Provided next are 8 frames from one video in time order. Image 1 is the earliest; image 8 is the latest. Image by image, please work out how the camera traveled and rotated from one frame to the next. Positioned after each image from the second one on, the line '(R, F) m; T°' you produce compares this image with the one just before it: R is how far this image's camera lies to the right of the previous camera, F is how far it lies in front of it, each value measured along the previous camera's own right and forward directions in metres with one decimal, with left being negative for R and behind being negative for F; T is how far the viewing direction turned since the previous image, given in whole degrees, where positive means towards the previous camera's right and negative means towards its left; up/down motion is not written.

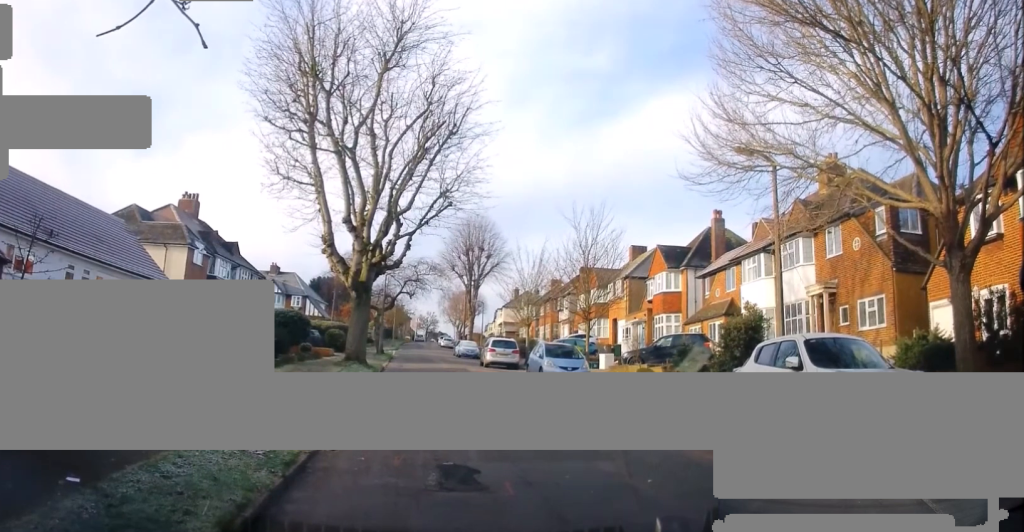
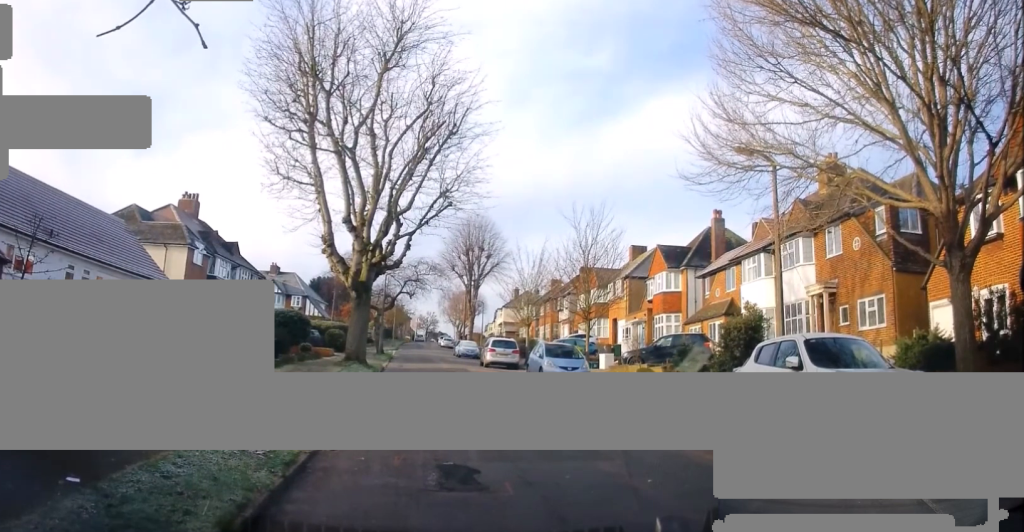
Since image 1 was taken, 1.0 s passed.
(0.0, 0.0) m; 0°
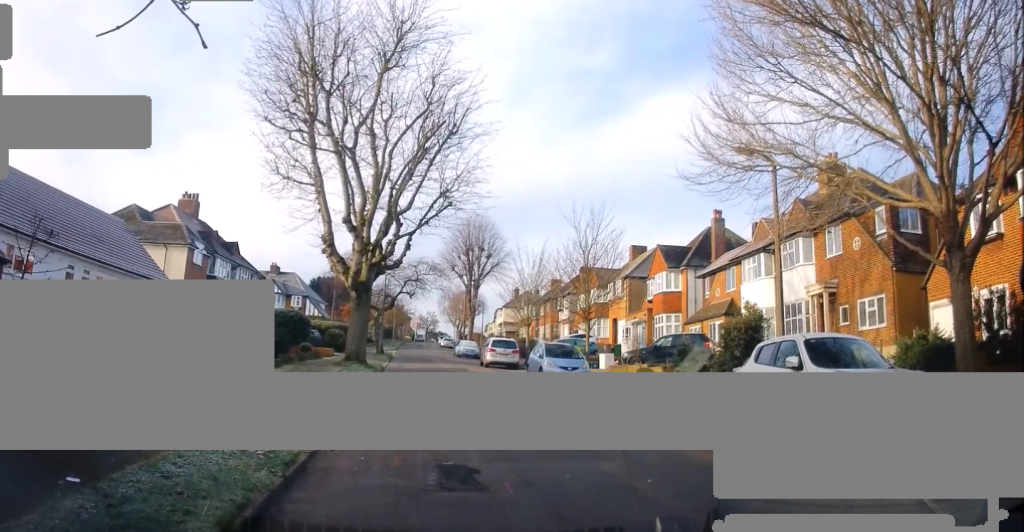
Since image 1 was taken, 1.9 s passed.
(0.0, 0.0) m; 0°
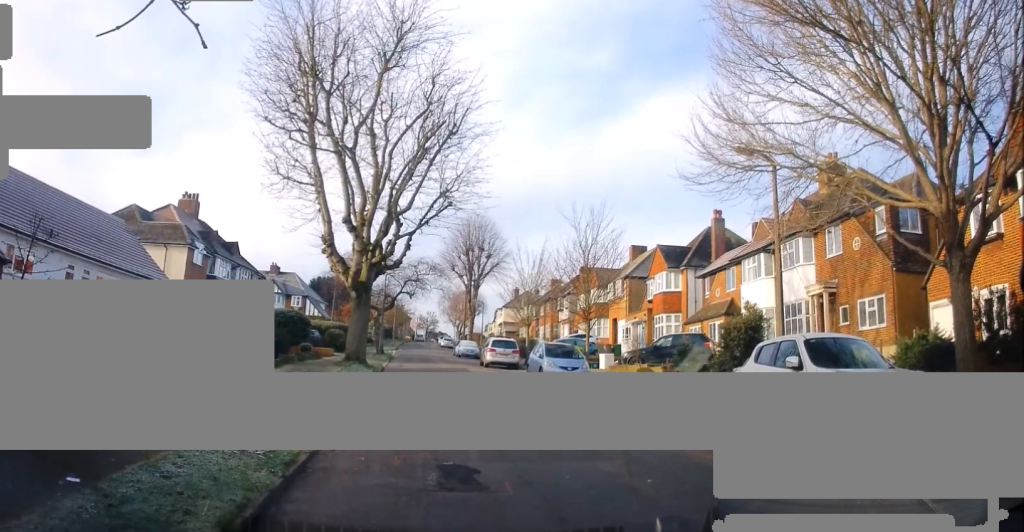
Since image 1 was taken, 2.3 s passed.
(0.0, 0.0) m; 0°
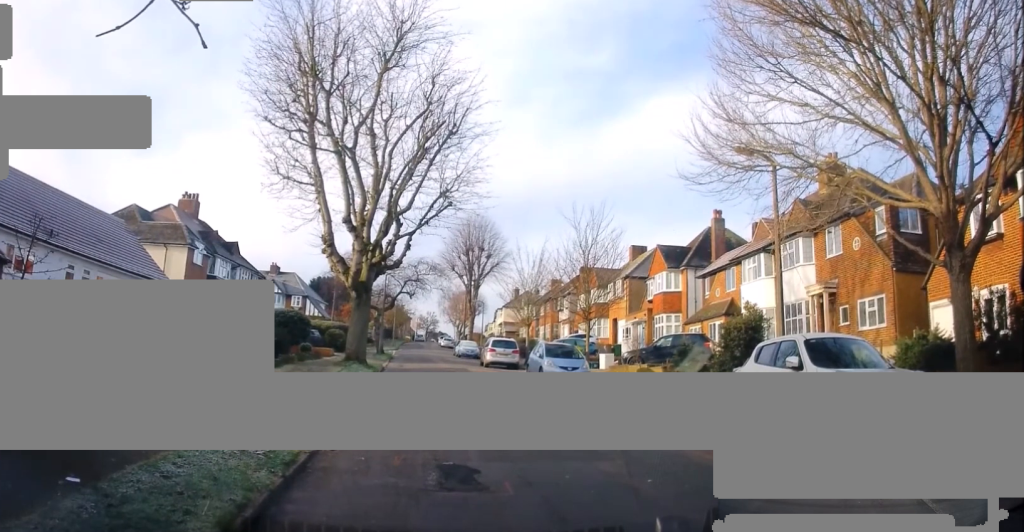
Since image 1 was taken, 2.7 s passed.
(0.0, 0.0) m; 0°
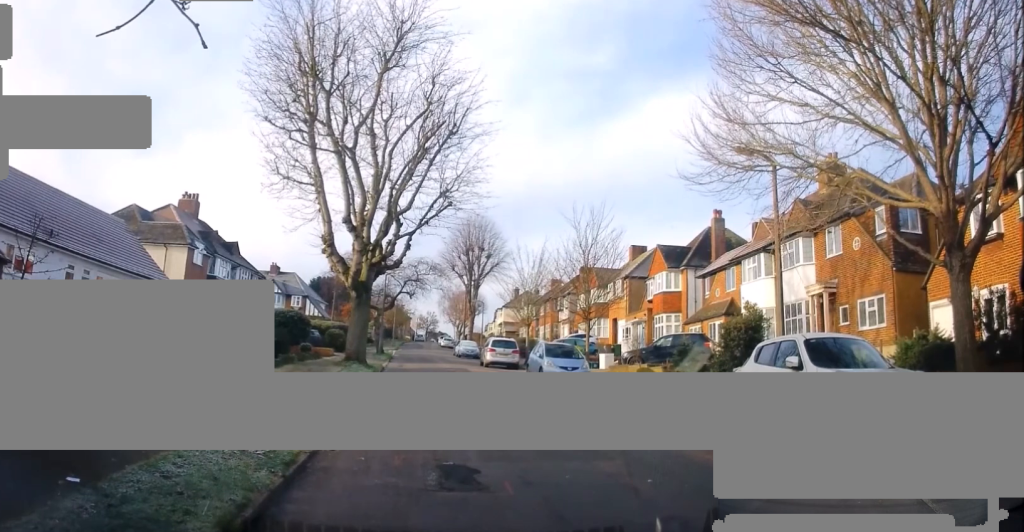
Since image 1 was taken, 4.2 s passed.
(0.0, 0.0) m; 0°
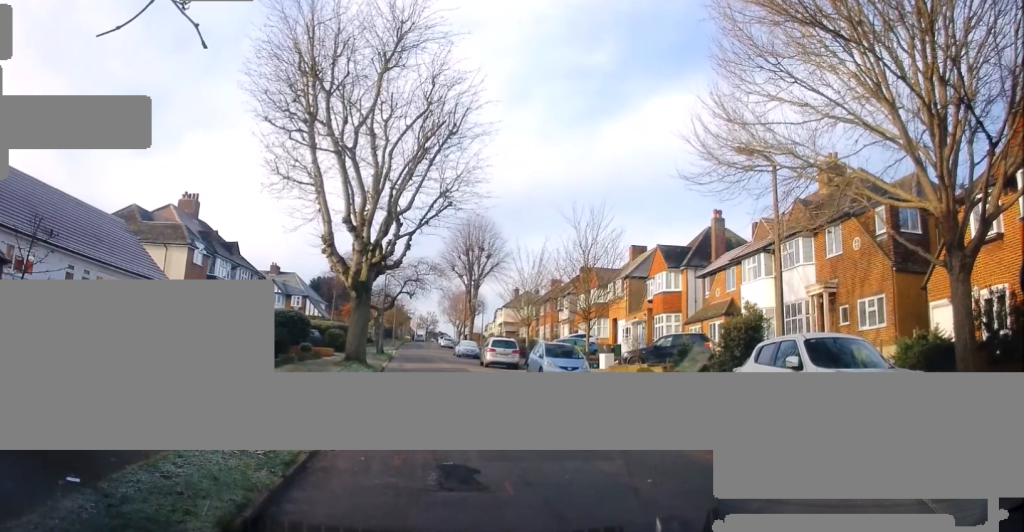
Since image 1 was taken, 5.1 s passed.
(0.0, 0.0) m; 0°
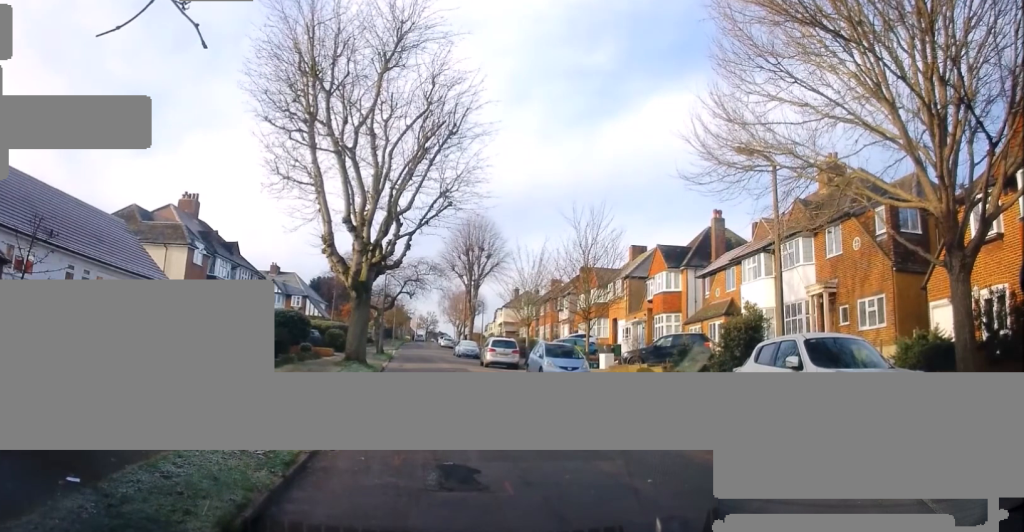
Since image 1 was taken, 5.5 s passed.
(0.0, 0.0) m; 0°
